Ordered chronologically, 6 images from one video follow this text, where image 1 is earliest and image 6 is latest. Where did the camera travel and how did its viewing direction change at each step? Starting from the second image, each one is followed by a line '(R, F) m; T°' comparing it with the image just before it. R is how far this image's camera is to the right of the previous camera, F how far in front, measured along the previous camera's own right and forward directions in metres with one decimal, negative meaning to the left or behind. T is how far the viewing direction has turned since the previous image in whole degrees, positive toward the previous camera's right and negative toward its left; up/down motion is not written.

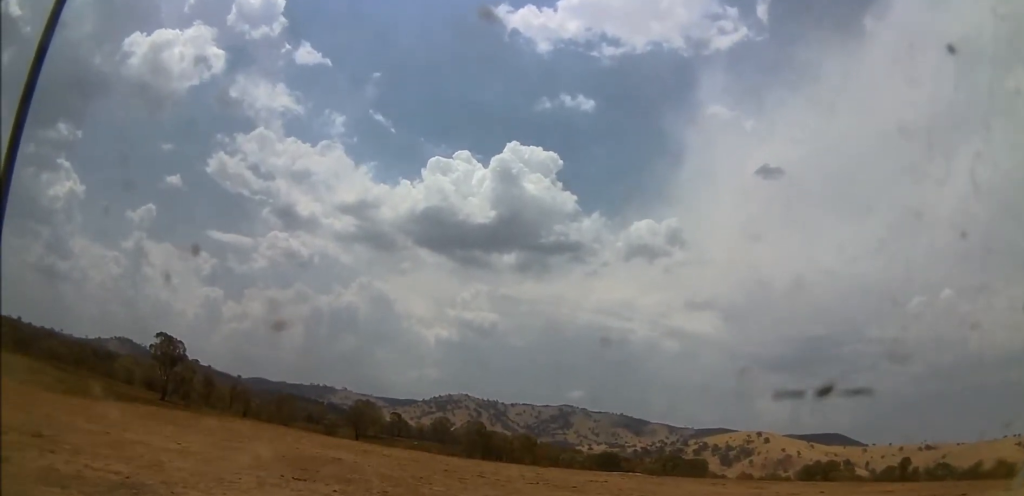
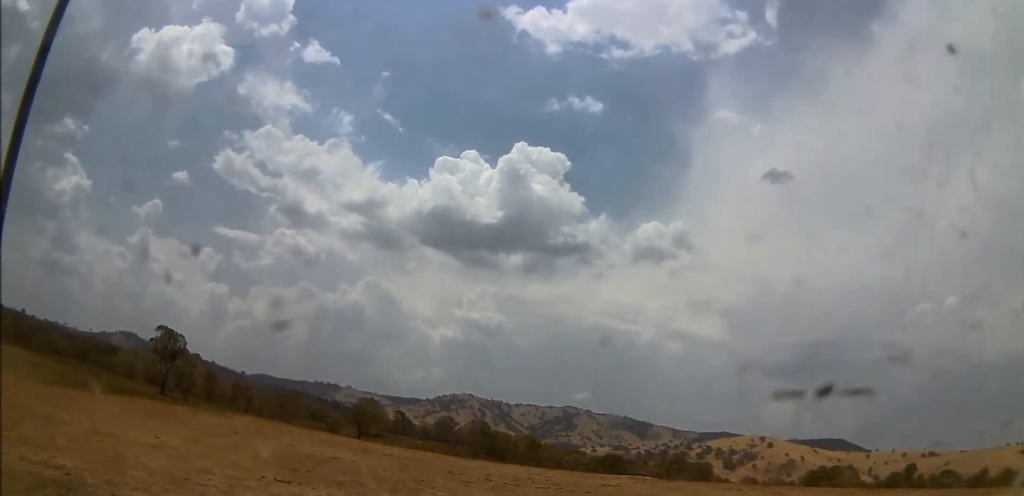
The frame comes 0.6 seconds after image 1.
(0.0, +2.3) m; 0°
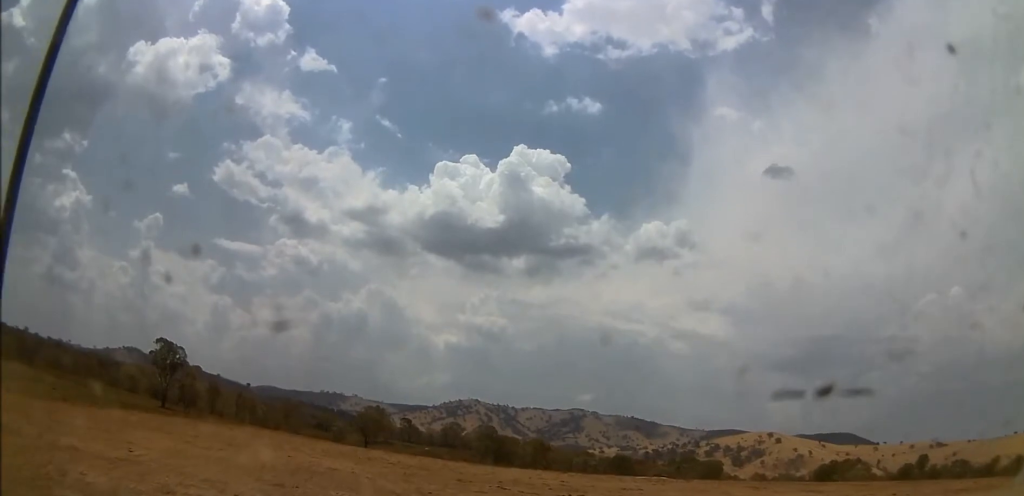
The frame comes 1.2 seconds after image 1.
(0.0, +2.7) m; 0°
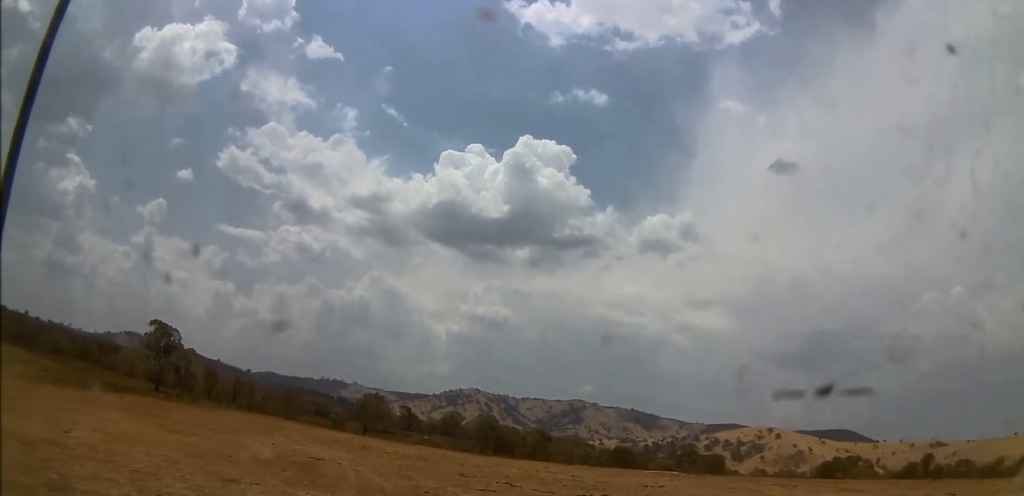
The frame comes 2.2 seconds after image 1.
(0.0, +3.8) m; 0°
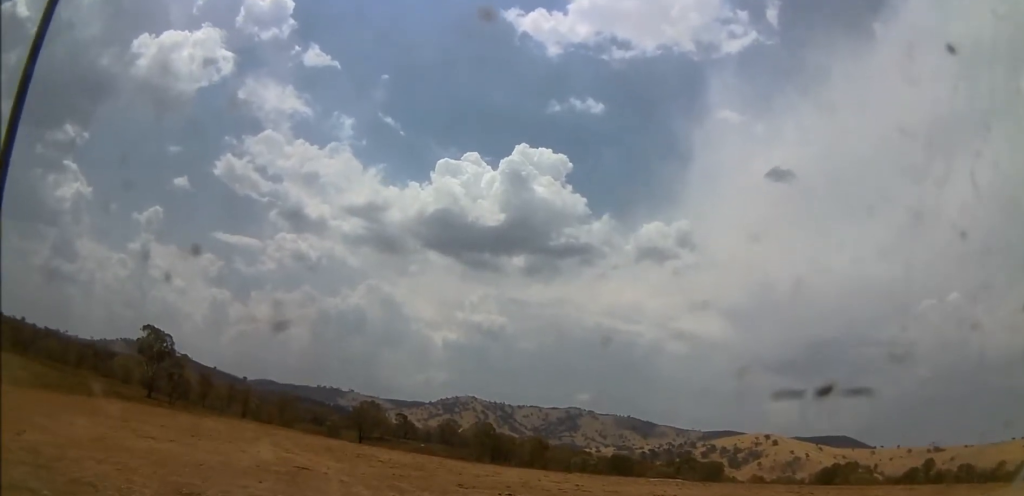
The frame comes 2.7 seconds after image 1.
(0.0, +2.1) m; 0°
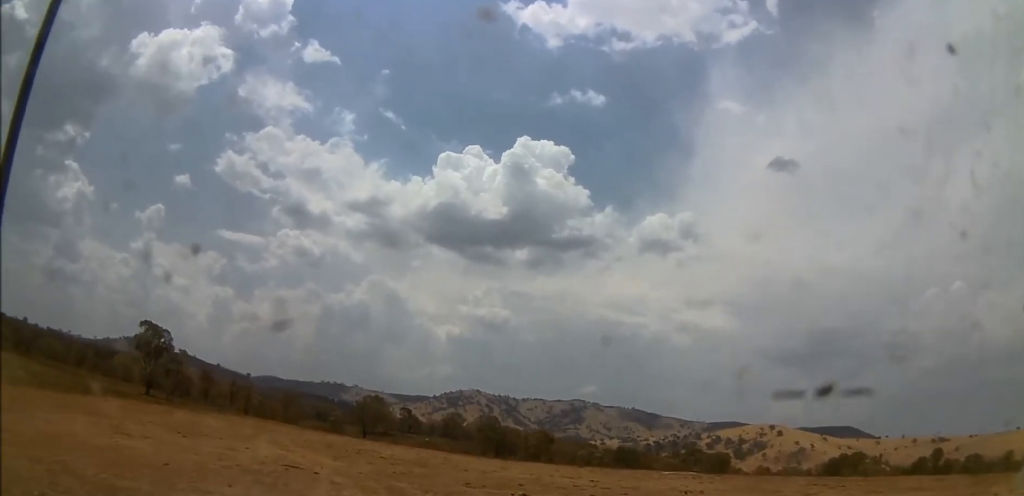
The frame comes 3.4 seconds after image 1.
(0.0, +2.6) m; 0°
